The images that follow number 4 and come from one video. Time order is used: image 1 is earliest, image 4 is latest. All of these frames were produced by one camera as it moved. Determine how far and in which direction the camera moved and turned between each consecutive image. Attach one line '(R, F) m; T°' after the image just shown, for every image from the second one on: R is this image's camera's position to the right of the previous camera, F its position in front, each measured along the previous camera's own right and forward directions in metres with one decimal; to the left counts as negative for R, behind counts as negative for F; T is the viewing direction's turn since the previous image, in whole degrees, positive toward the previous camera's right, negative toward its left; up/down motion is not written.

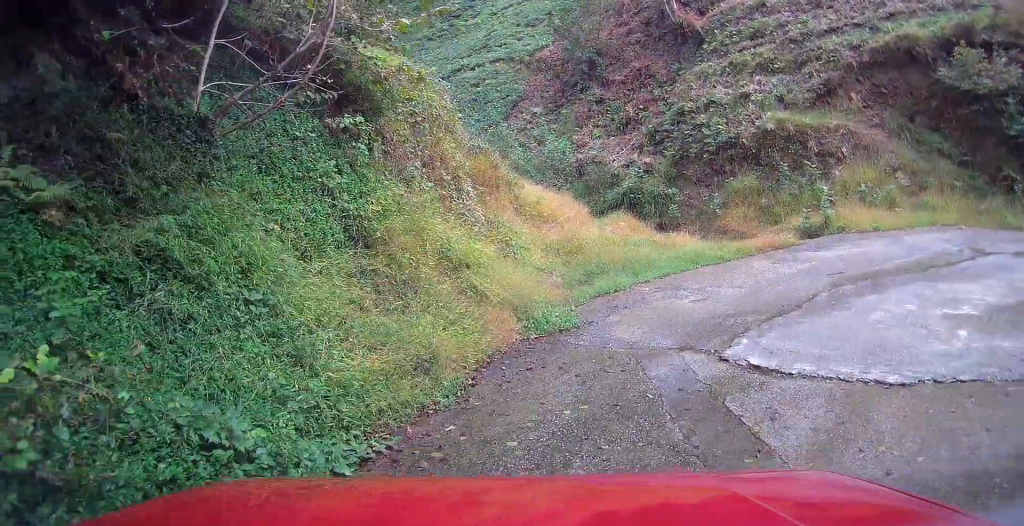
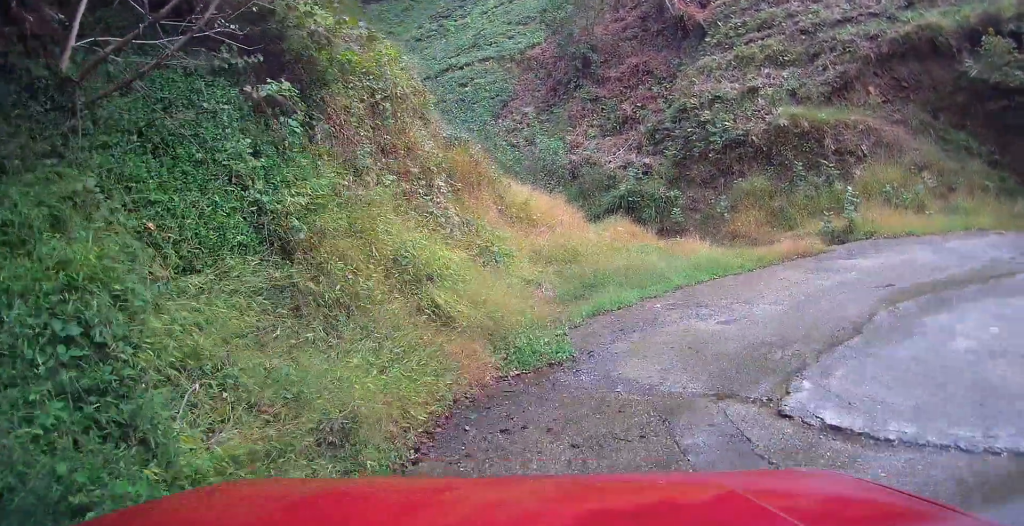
(0.0, +2.1) m; +3°
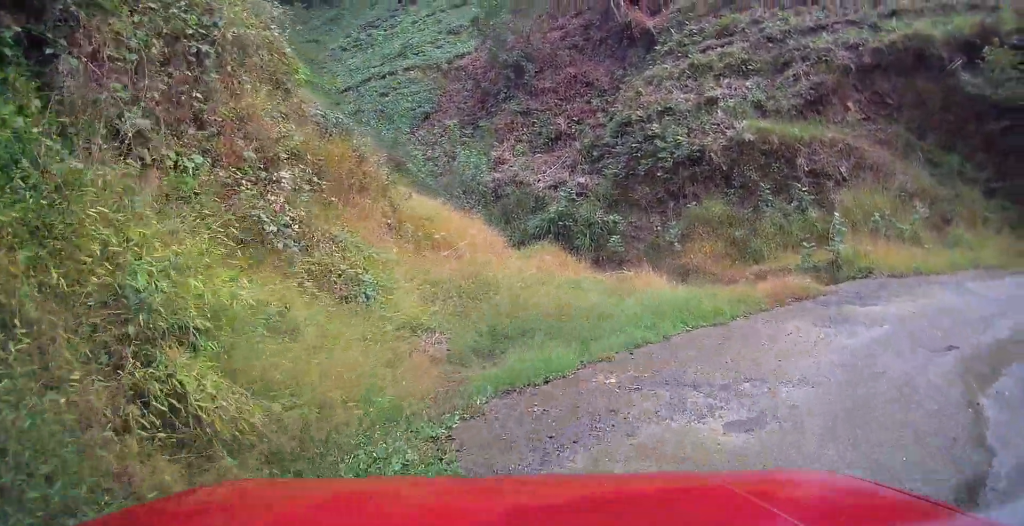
(+0.1, +3.5) m; +10°
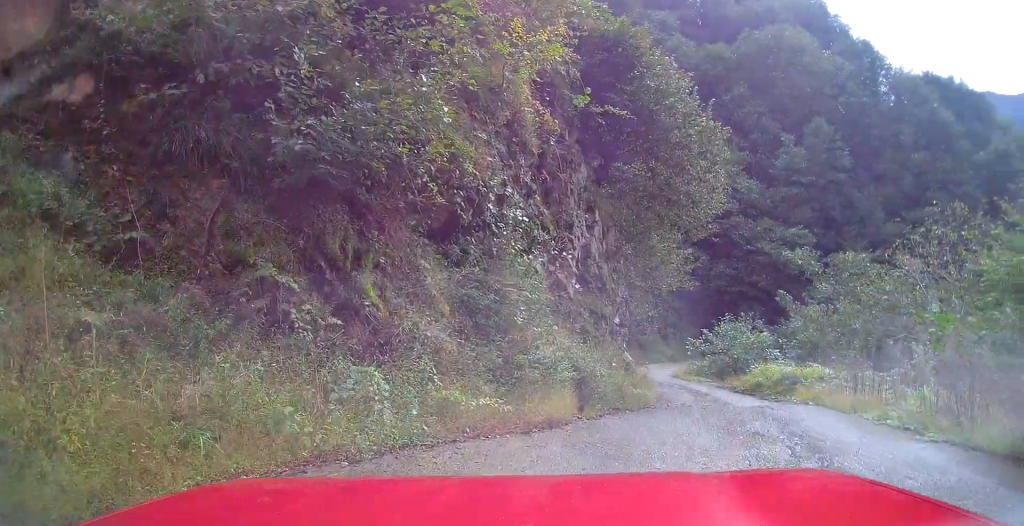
(+3.9, +10.5) m; +51°
